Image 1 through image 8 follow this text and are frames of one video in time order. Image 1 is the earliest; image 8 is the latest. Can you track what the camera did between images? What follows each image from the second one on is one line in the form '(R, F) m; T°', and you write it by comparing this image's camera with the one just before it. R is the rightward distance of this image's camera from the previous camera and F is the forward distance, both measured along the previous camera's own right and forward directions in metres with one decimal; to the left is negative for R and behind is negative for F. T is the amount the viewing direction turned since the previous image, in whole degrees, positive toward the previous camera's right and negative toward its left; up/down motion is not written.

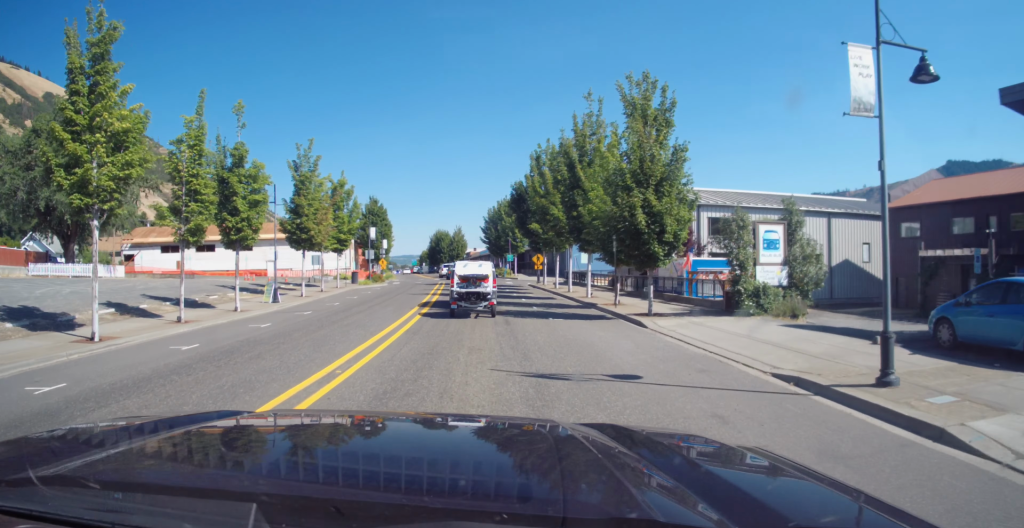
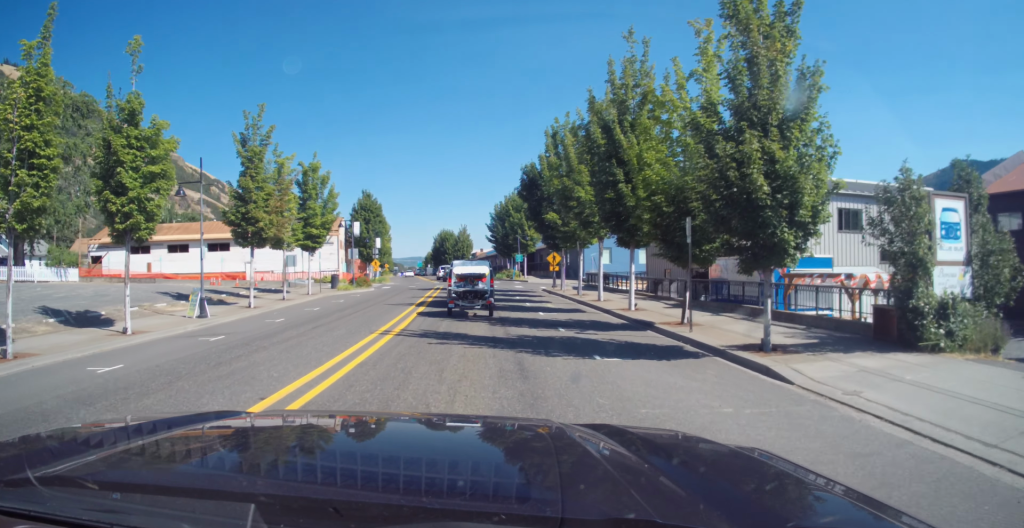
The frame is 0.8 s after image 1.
(+0.1, +8.9) m; +1°
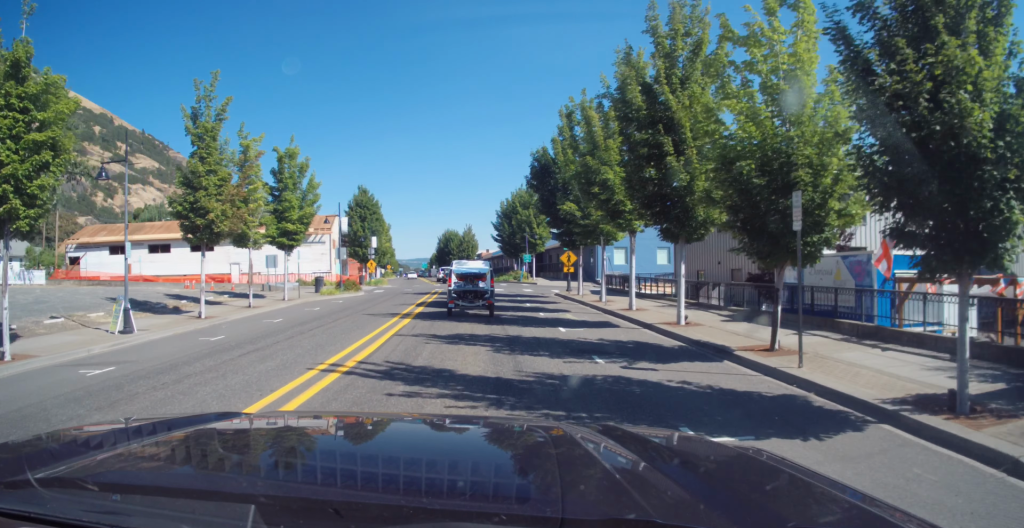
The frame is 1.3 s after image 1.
(0.0, +5.8) m; +1°
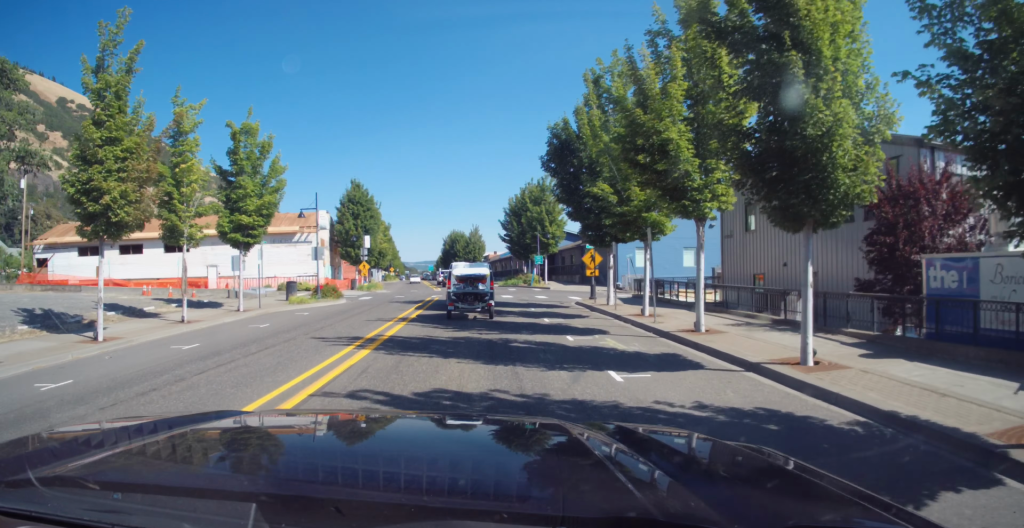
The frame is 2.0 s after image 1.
(+0.1, +7.1) m; -1°
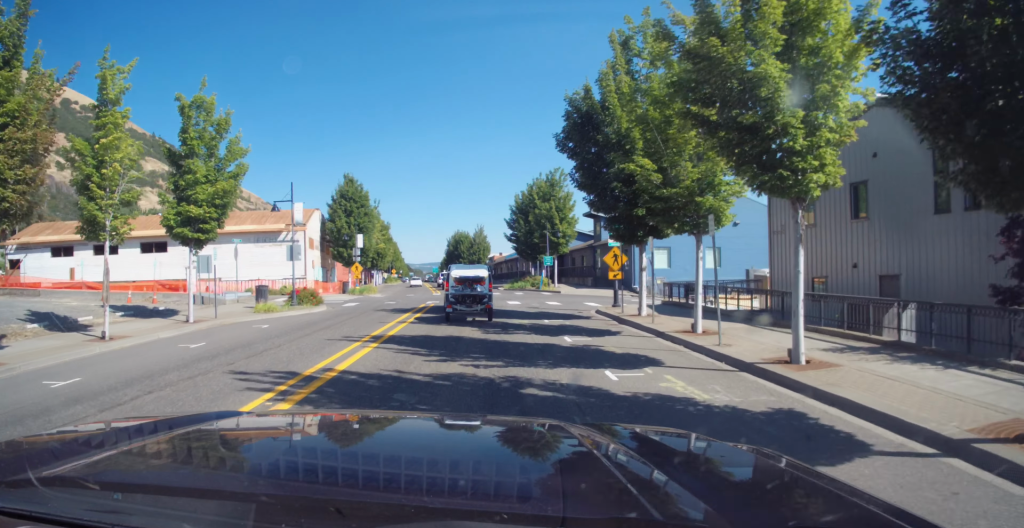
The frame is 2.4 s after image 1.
(+0.2, +5.3) m; -1°
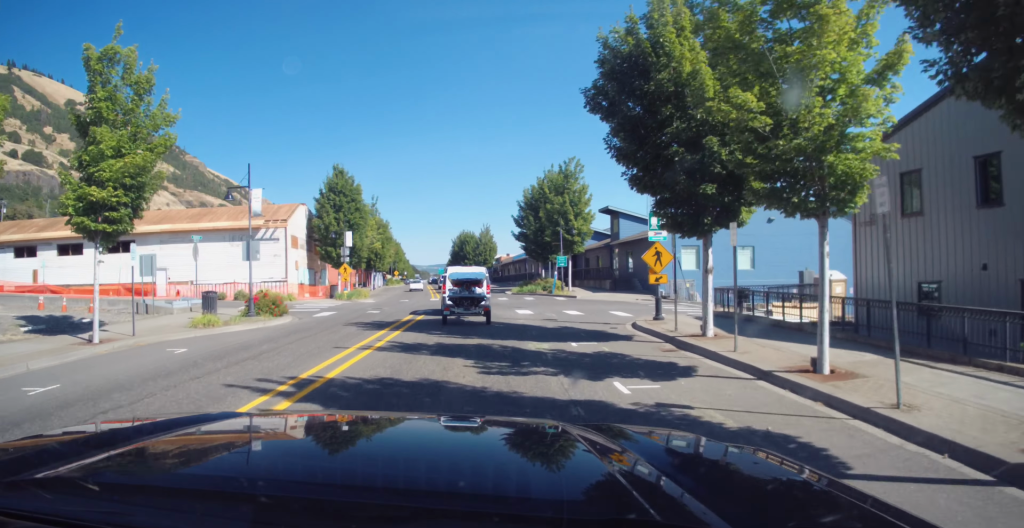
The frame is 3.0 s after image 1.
(-0.2, +6.1) m; -2°
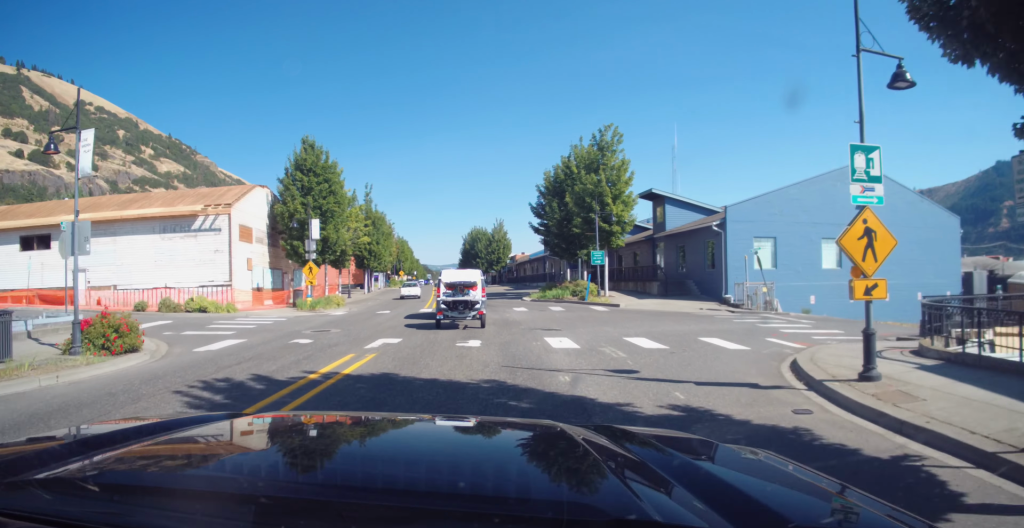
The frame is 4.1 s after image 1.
(-0.5, +12.0) m; -2°
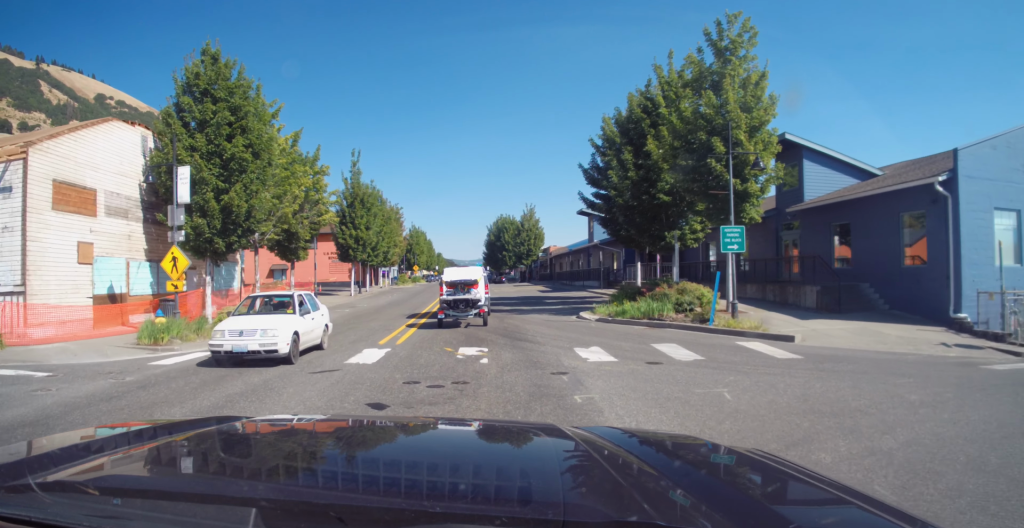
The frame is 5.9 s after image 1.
(+0.5, +17.9) m; +2°
